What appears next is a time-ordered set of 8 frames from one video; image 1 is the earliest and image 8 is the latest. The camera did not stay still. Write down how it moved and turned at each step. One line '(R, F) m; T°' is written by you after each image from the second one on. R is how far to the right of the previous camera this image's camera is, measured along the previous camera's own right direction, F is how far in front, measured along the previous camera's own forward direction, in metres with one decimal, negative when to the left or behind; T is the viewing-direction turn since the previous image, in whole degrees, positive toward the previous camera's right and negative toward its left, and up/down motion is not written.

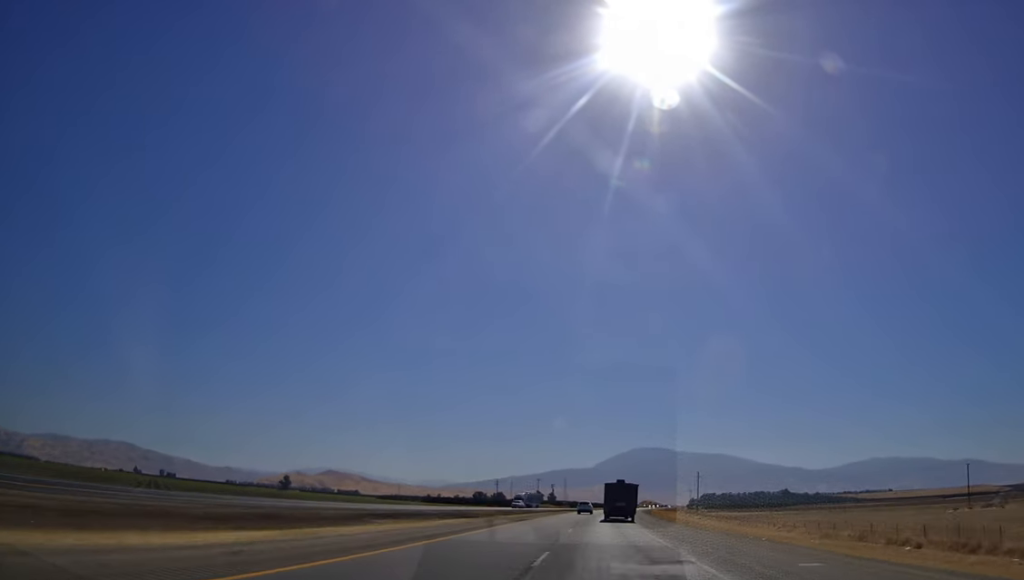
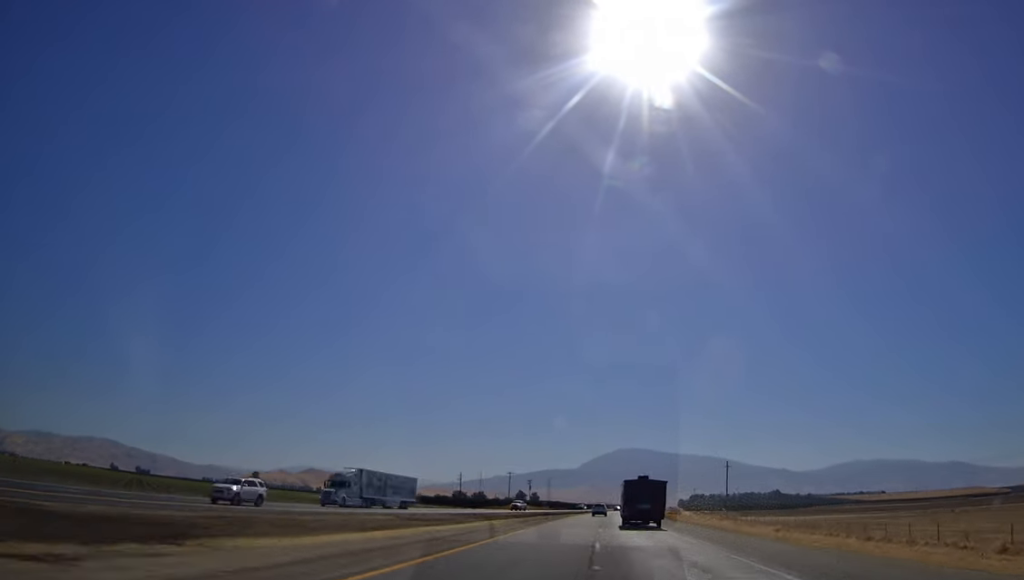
(+0.7, +56.1) m; +1°
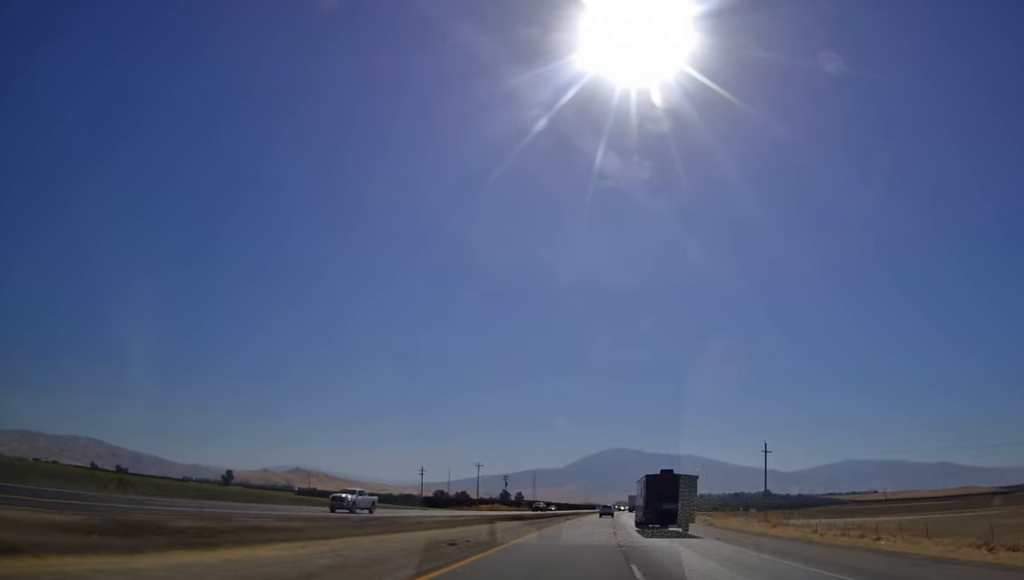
(-0.2, +37.6) m; +1°
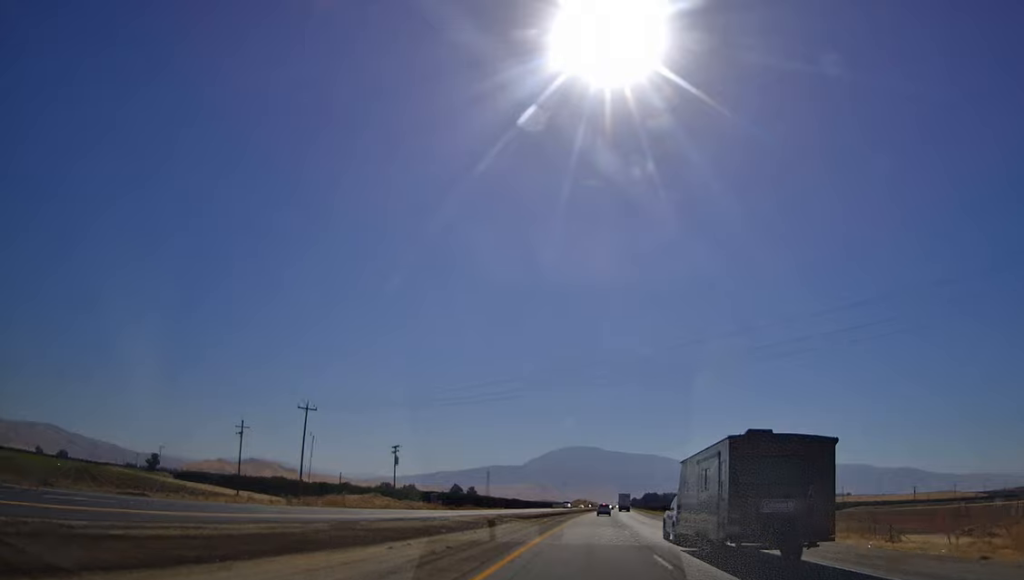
(+2.8, +86.3) m; +4°
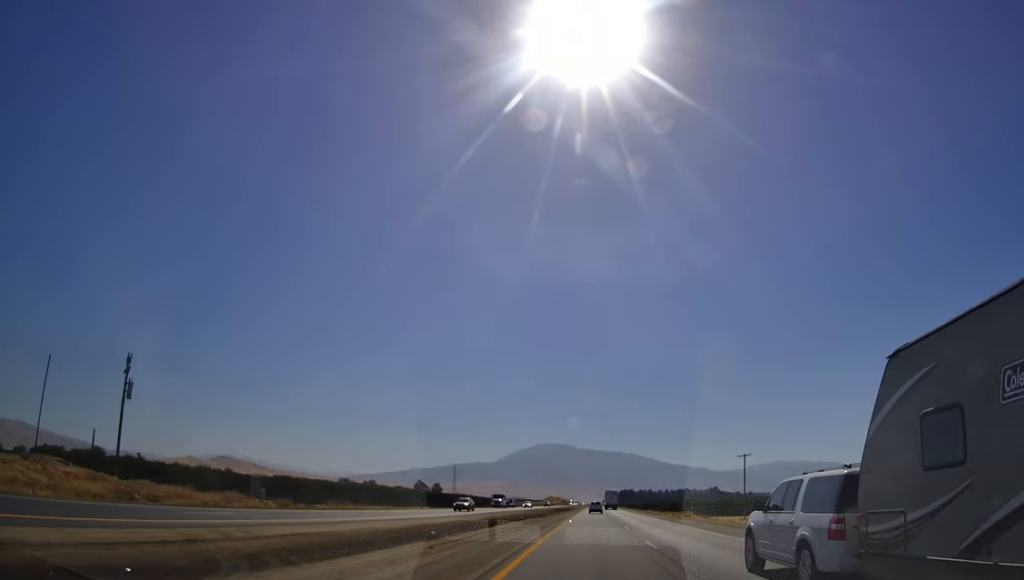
(+2.0, +66.4) m; +3°
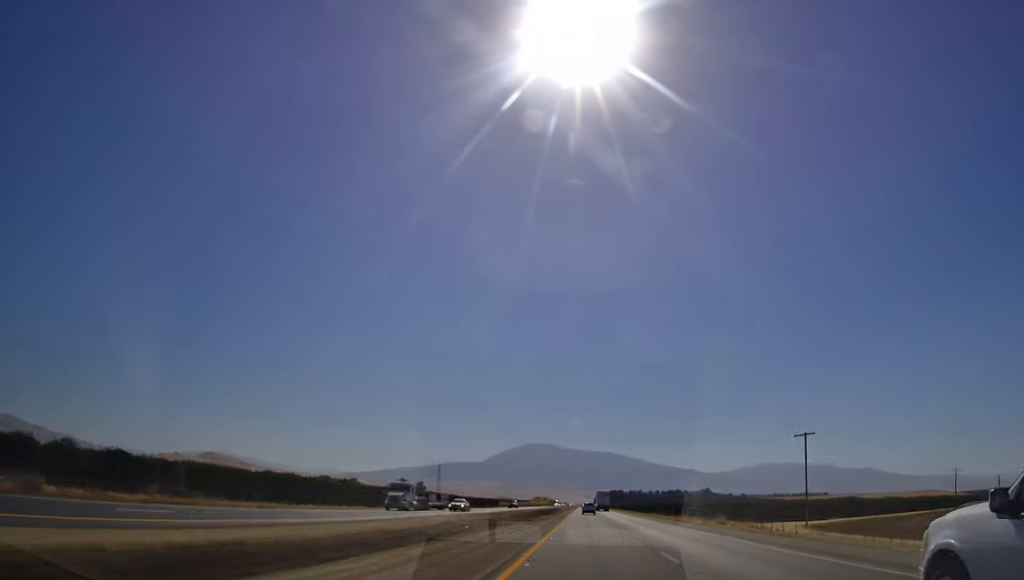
(+0.3, +34.3) m; +1°
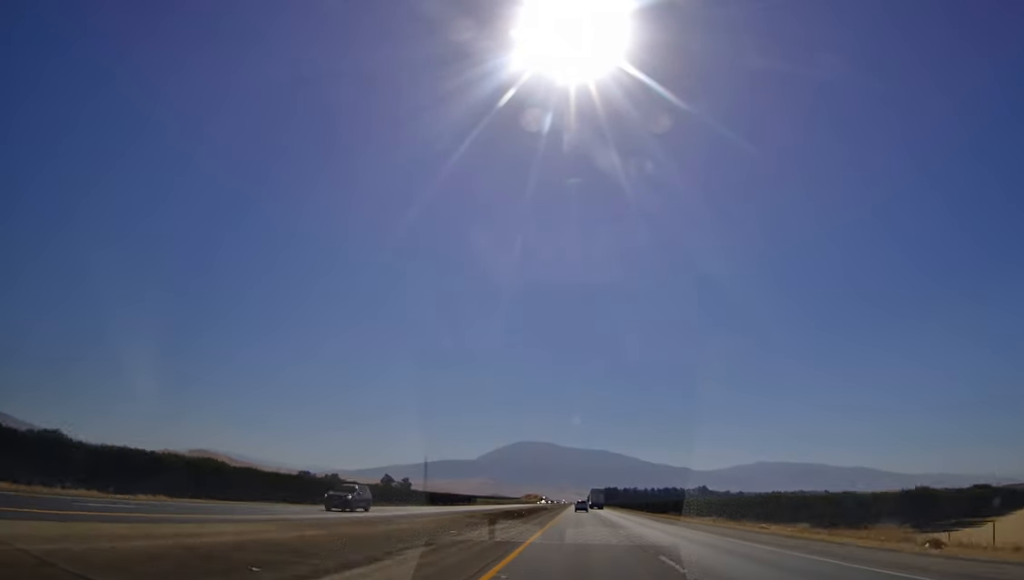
(+0.5, +46.8) m; +1°
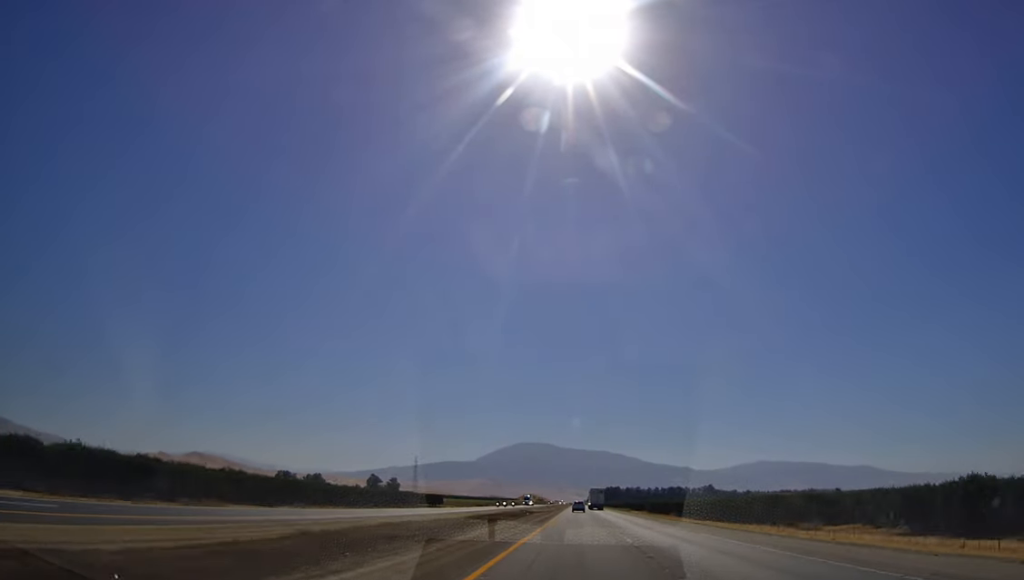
(+0.8, +64.9) m; +1°
